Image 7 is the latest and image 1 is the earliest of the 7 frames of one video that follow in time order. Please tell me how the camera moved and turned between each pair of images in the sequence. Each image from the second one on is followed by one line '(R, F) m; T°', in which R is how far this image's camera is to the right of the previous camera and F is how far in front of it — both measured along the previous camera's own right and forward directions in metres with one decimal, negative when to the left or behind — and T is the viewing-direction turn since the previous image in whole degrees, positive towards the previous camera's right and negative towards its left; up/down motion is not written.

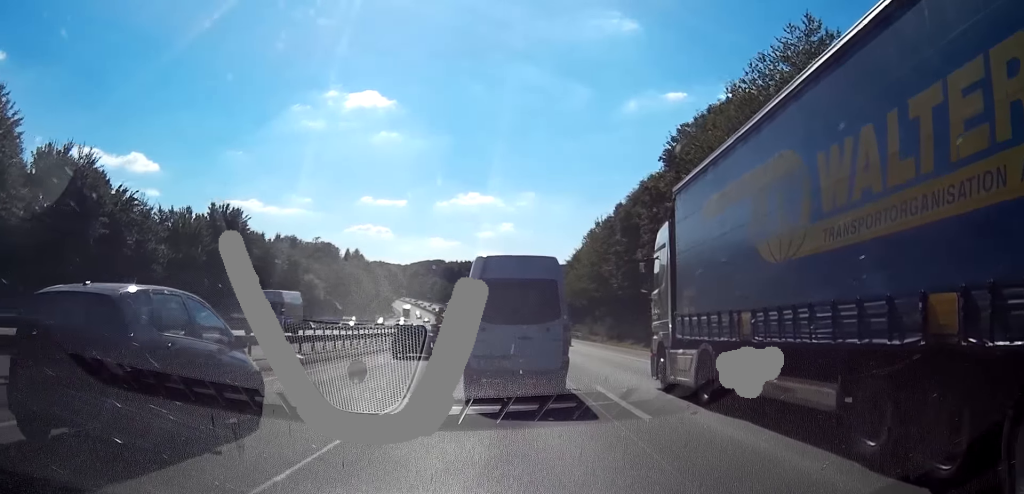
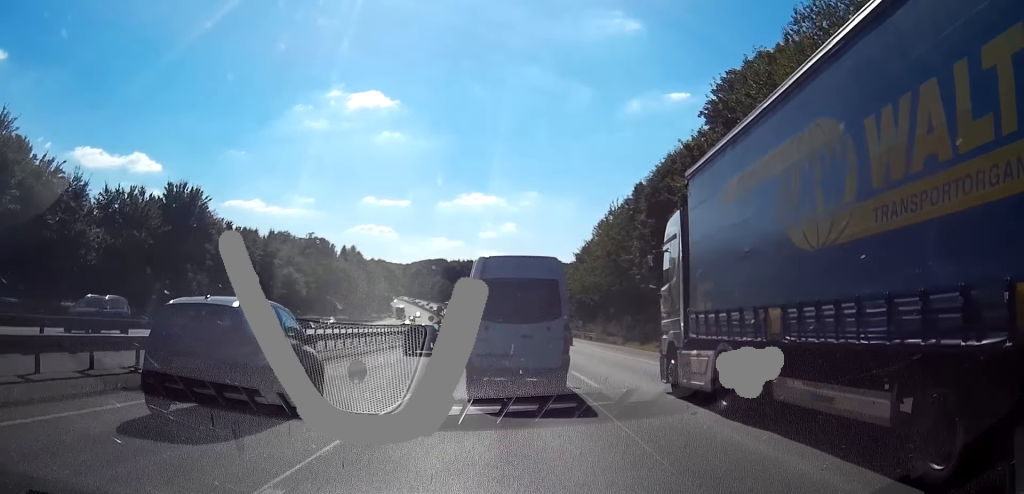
(0.0, +11.8) m; +2°
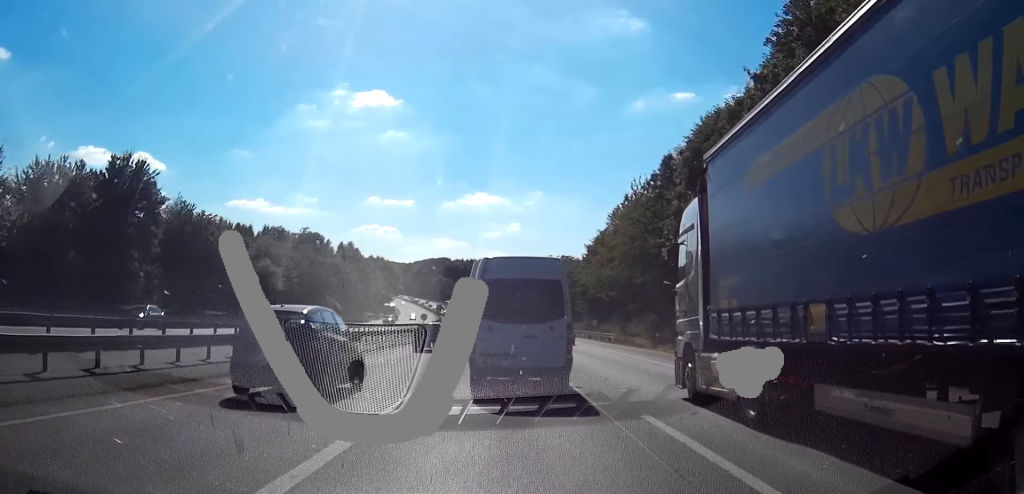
(+0.2, +11.7) m; 0°
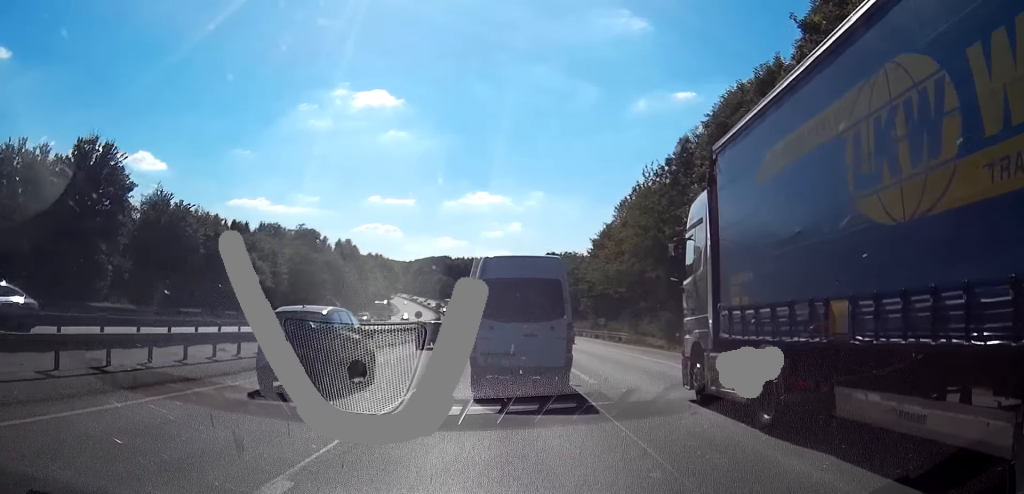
(-0.1, +5.5) m; -1°
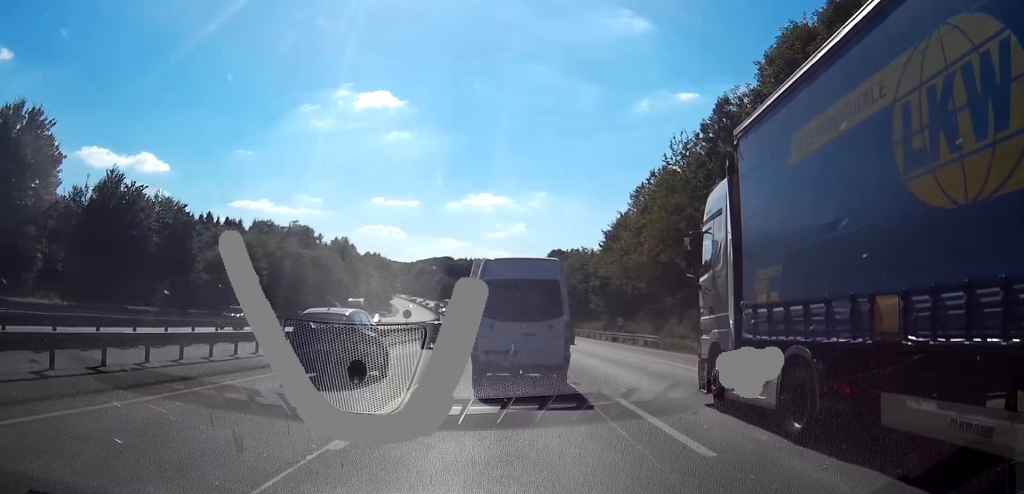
(+0.1, +10.3) m; 0°
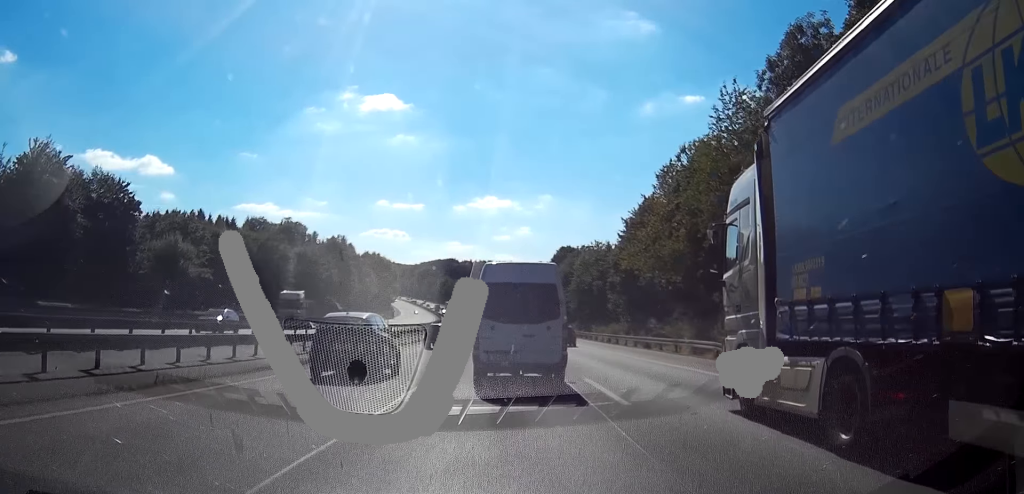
(0.0, +12.3) m; -1°
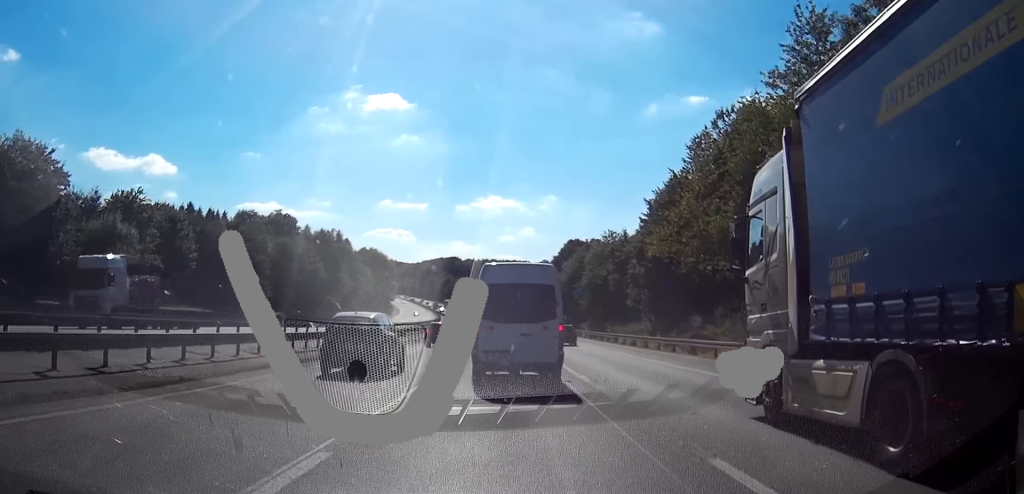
(-0.2, +11.4) m; -1°
